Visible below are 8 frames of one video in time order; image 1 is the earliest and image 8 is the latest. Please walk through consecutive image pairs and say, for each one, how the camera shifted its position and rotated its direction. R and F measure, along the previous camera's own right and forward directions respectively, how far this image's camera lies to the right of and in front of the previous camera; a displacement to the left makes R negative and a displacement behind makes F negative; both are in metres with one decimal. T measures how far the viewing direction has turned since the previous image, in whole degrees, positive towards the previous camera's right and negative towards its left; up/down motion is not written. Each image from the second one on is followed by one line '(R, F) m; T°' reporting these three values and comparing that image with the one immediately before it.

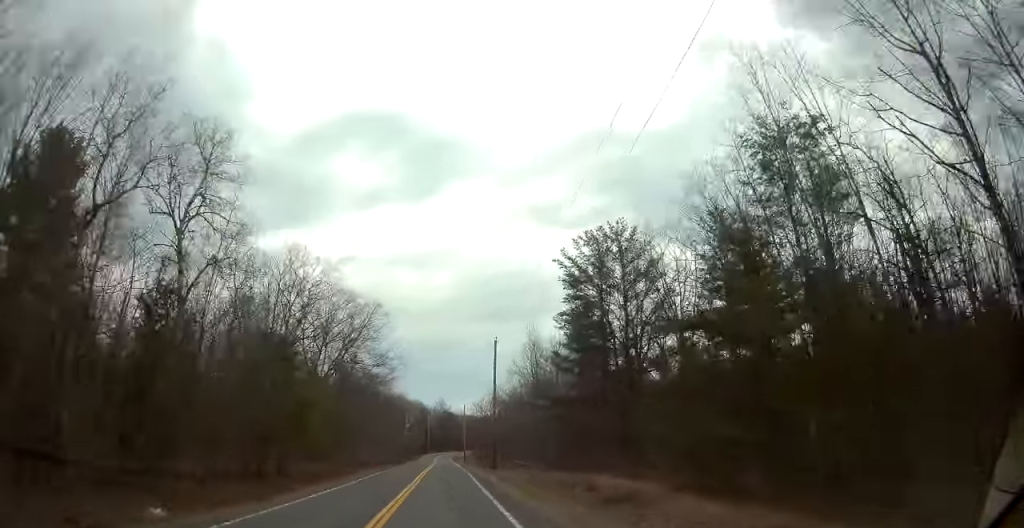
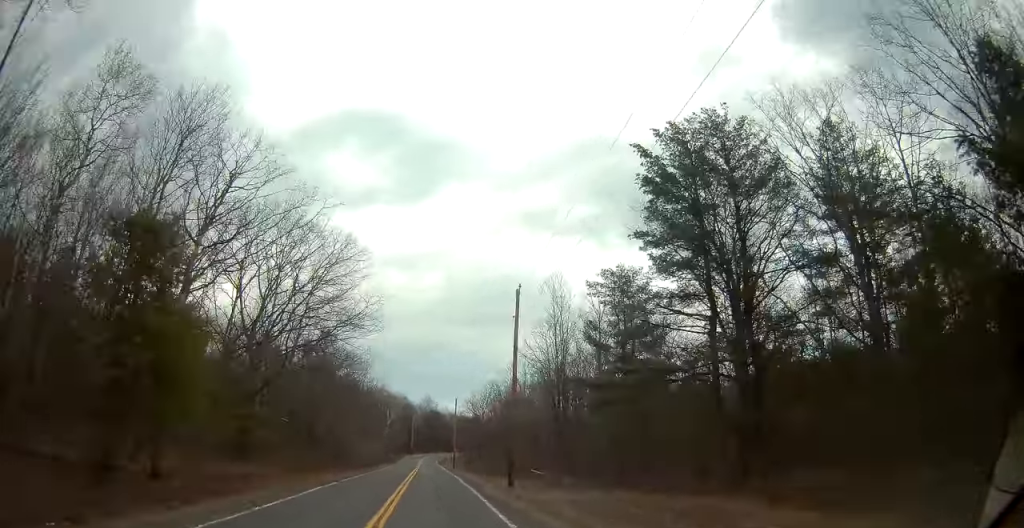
(+0.7, +17.5) m; +3°
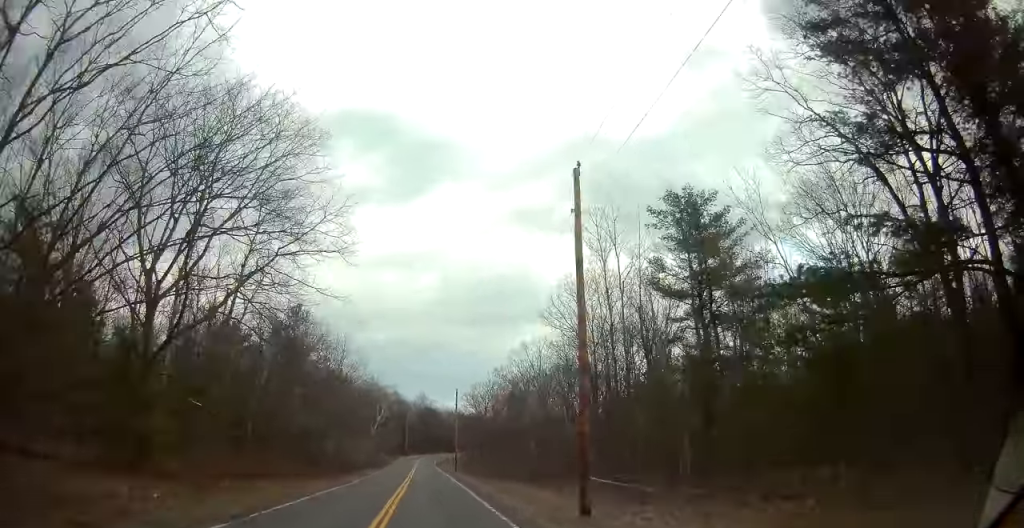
(+0.4, +15.3) m; +2°
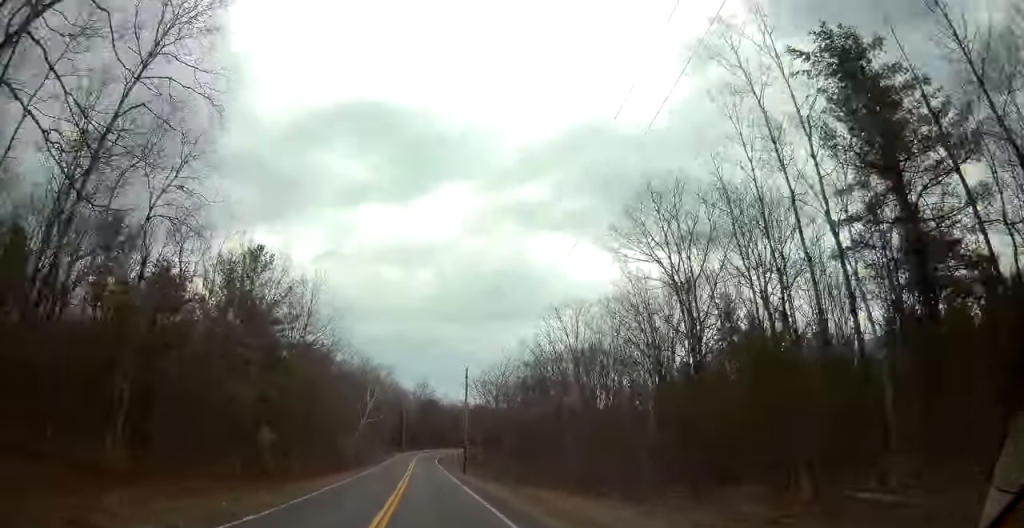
(+0.2, +17.4) m; 0°
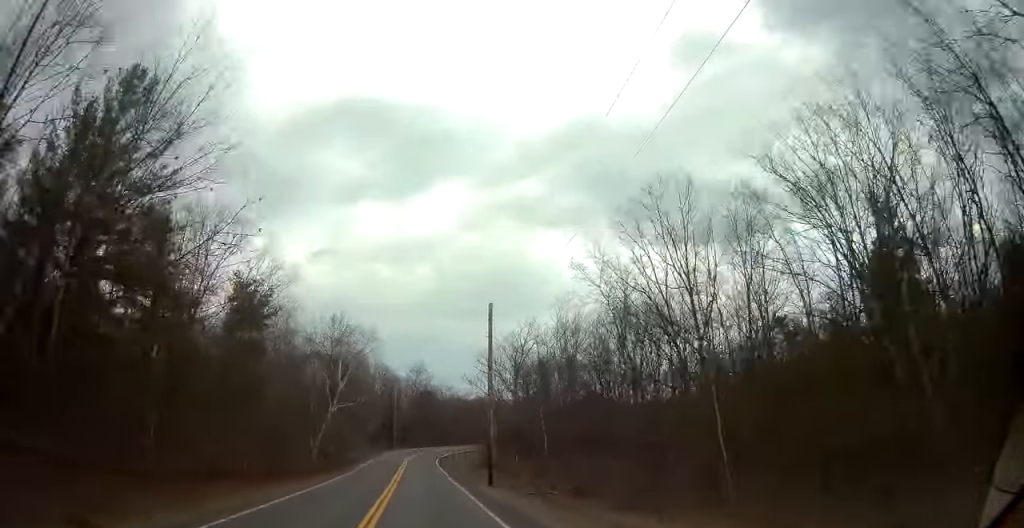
(-0.3, +25.4) m; -1°
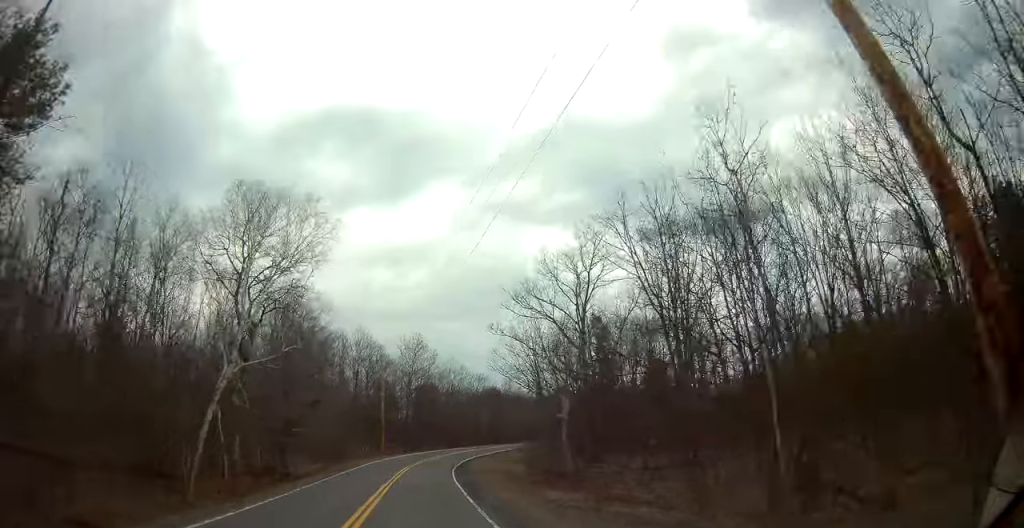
(+0.1, +32.5) m; +1°
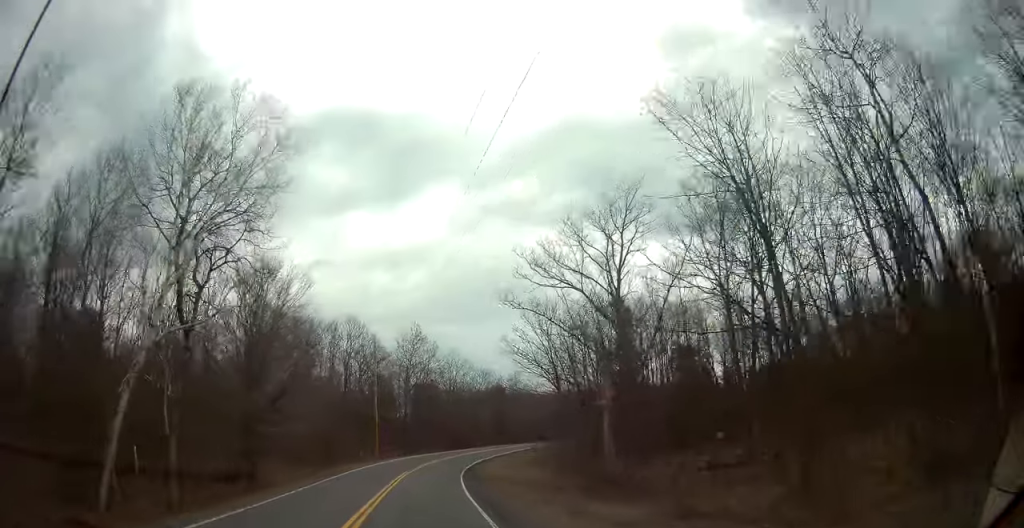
(0.0, +8.6) m; 0°
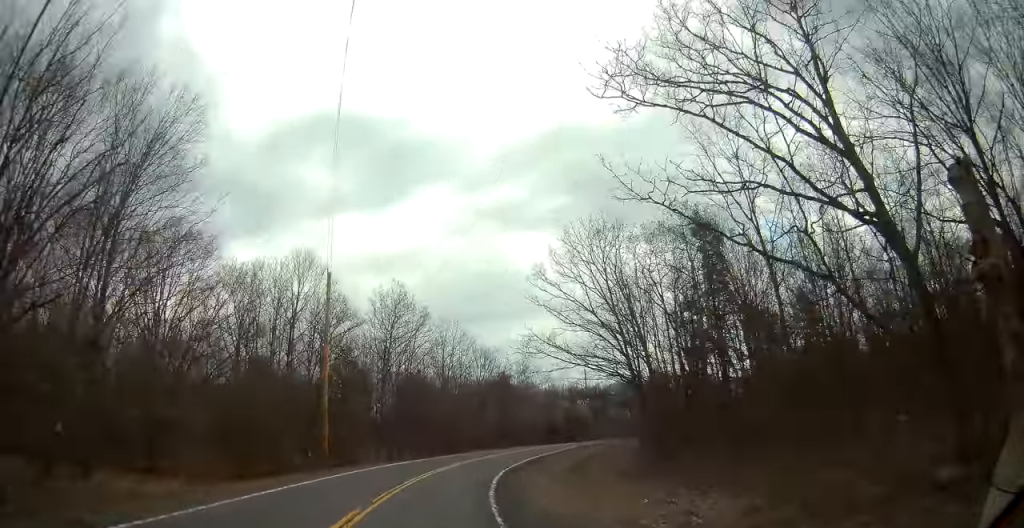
(+0.1, +22.6) m; +2°
